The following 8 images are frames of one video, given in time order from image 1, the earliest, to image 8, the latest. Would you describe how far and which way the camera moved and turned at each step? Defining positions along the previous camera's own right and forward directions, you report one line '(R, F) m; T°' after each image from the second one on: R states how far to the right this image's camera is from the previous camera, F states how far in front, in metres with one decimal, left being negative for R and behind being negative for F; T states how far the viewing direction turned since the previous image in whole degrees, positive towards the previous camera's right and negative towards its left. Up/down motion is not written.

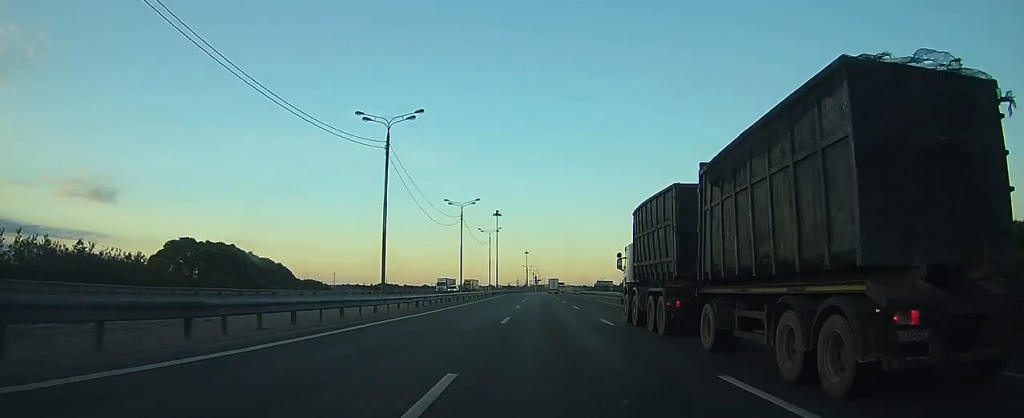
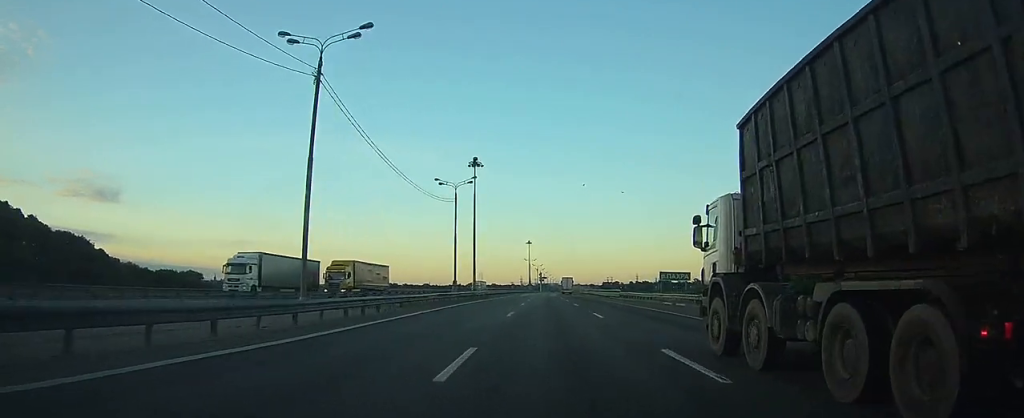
(-0.1, +60.1) m; 0°
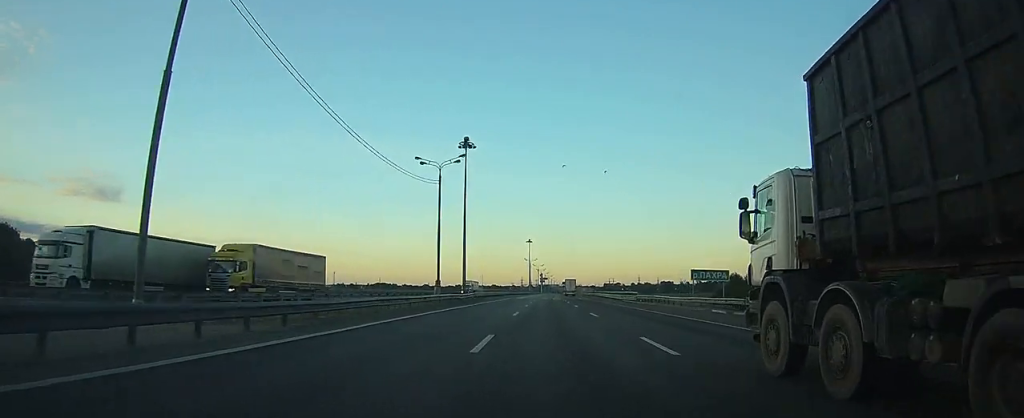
(0.0, +12.6) m; 0°
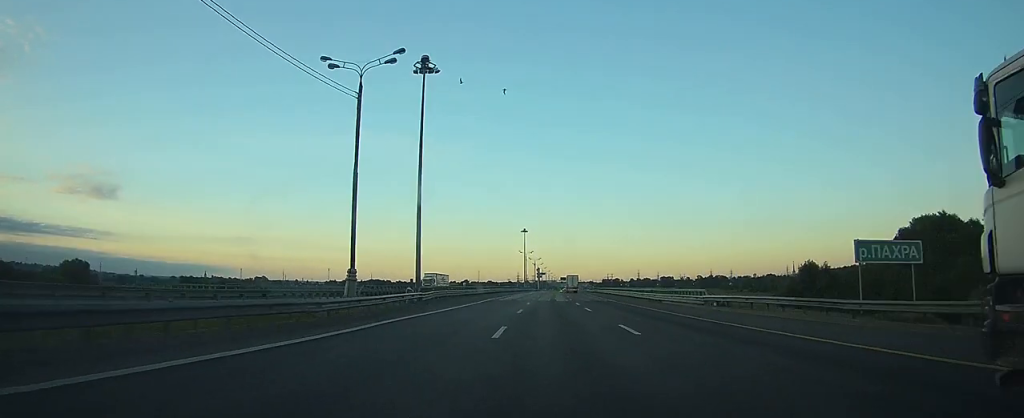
(-0.1, +27.0) m; 0°
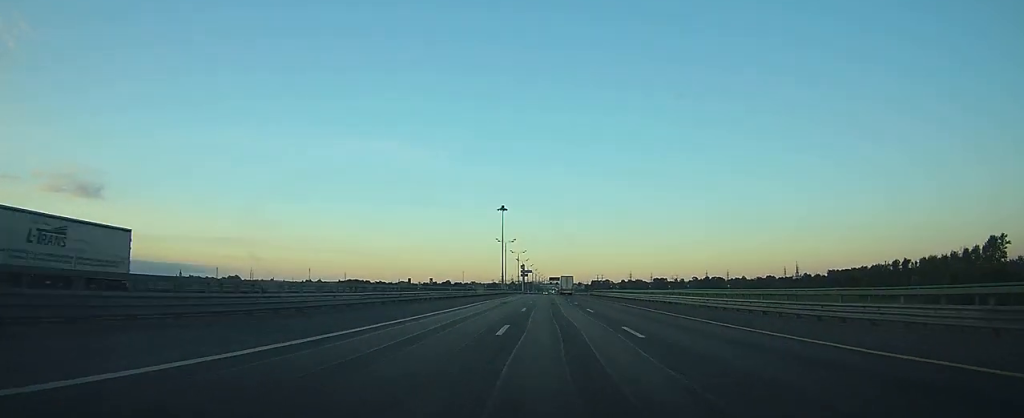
(+0.5, +57.4) m; +1°
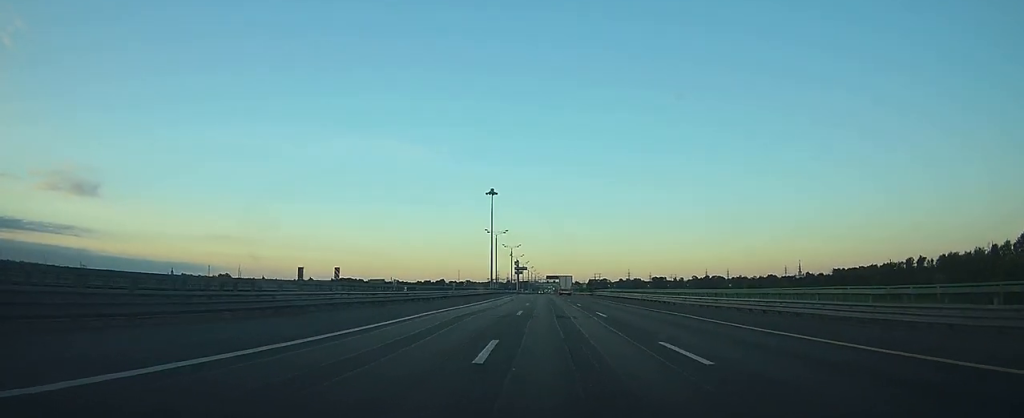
(+0.1, +21.9) m; +1°
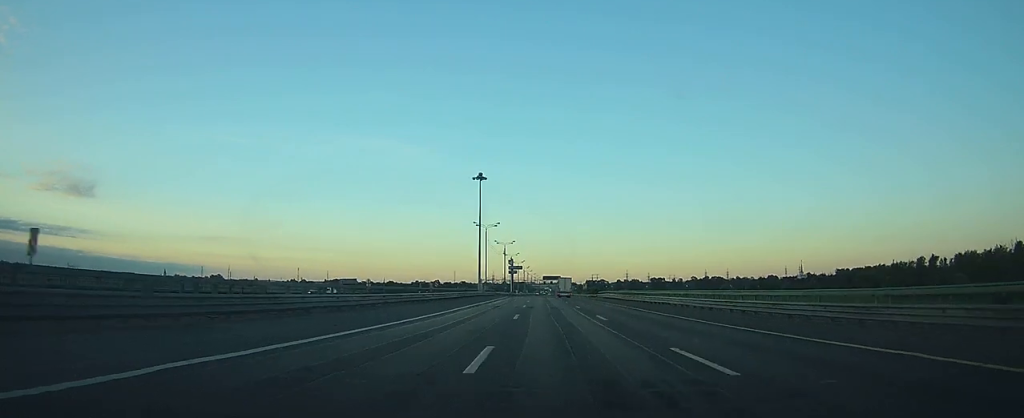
(0.0, +17.2) m; 0°
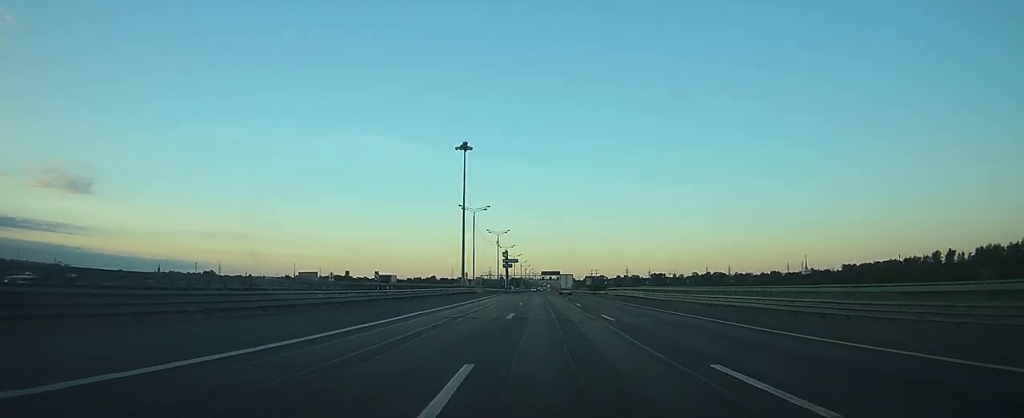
(+0.1, +19.1) m; 0°
